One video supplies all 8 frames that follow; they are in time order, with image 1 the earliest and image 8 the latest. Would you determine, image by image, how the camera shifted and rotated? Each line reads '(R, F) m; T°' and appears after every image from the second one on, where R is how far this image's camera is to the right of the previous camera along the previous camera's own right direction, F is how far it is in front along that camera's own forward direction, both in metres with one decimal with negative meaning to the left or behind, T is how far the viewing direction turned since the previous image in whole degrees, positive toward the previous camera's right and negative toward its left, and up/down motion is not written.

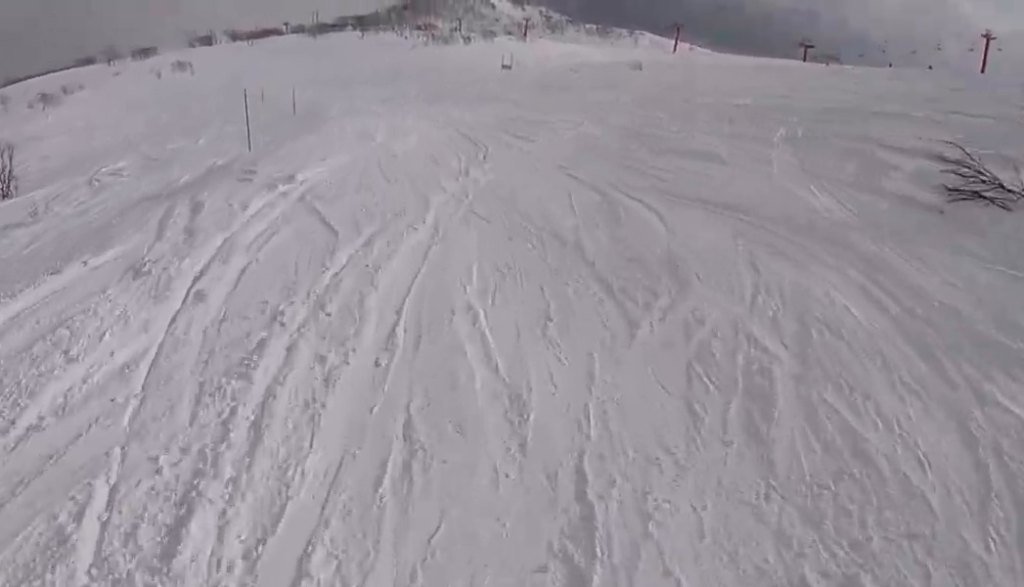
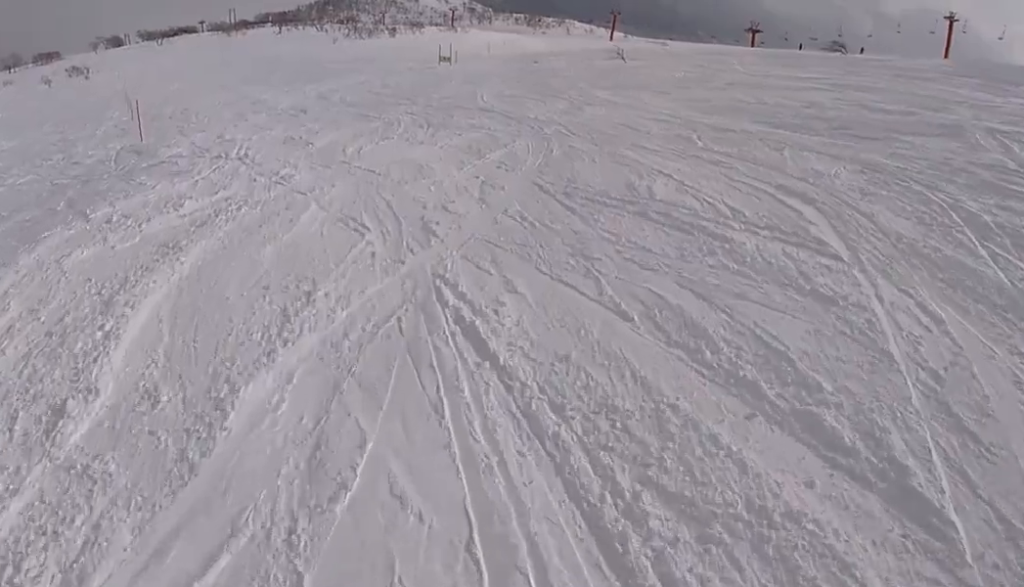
(-2.2, +12.5) m; -6°
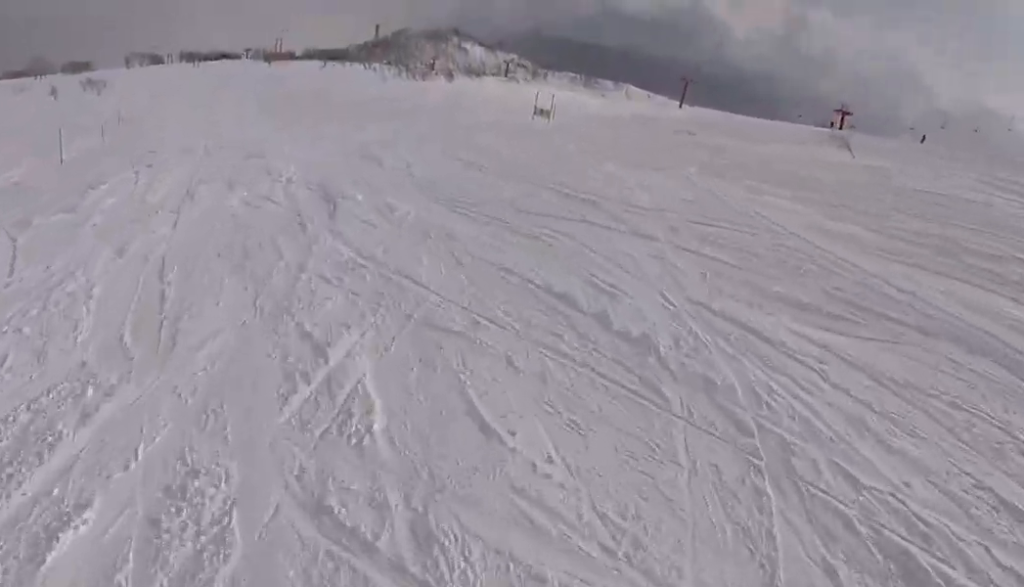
(+0.8, +17.2) m; 0°
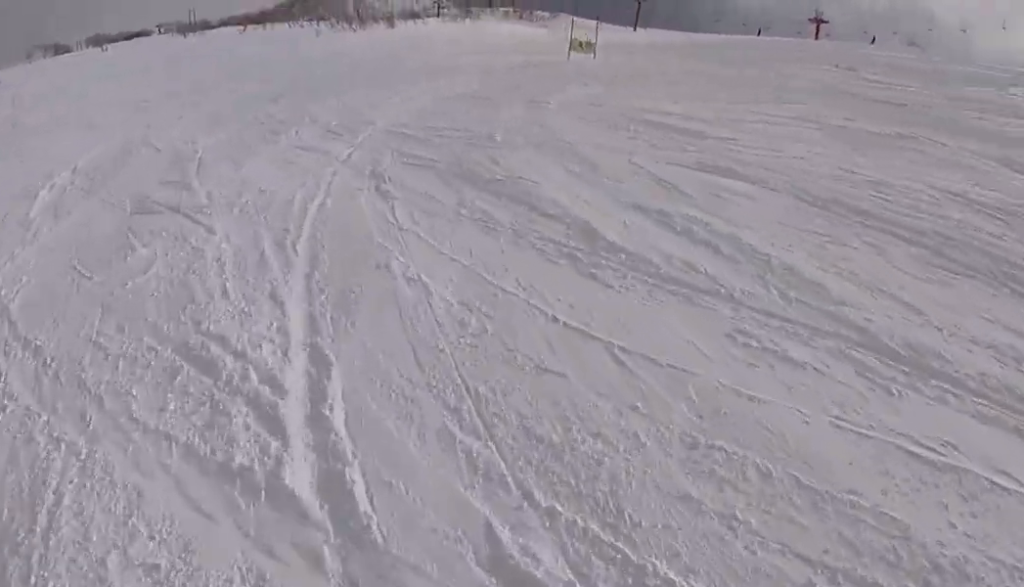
(-0.6, +13.2) m; -7°
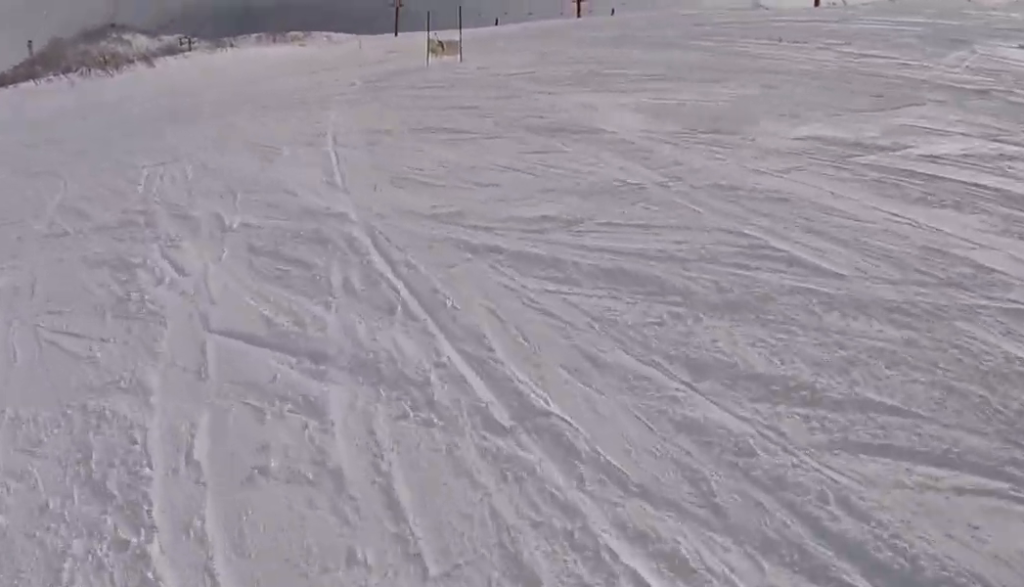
(-0.4, +8.2) m; -2°
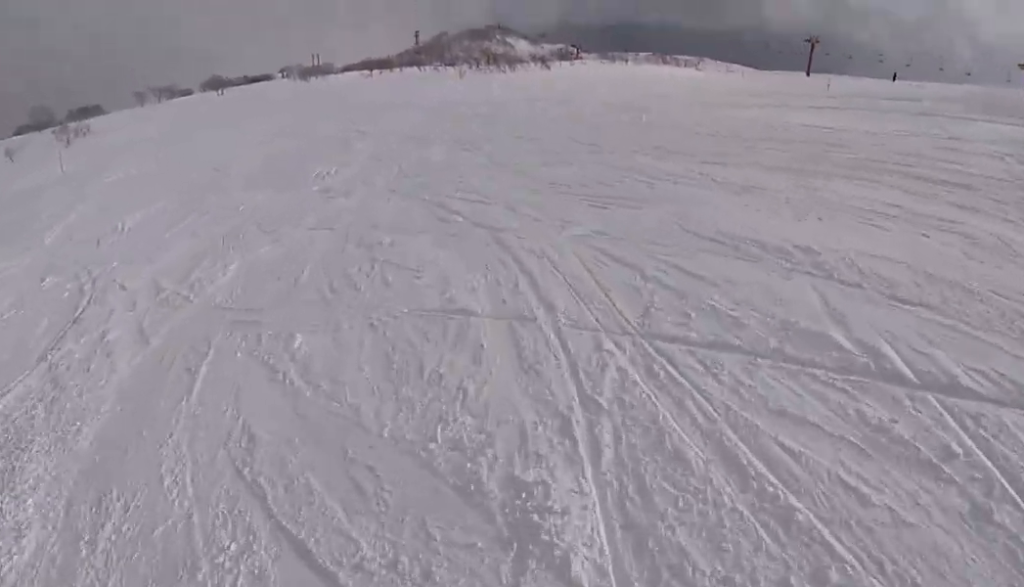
(-0.4, +10.6) m; +1°
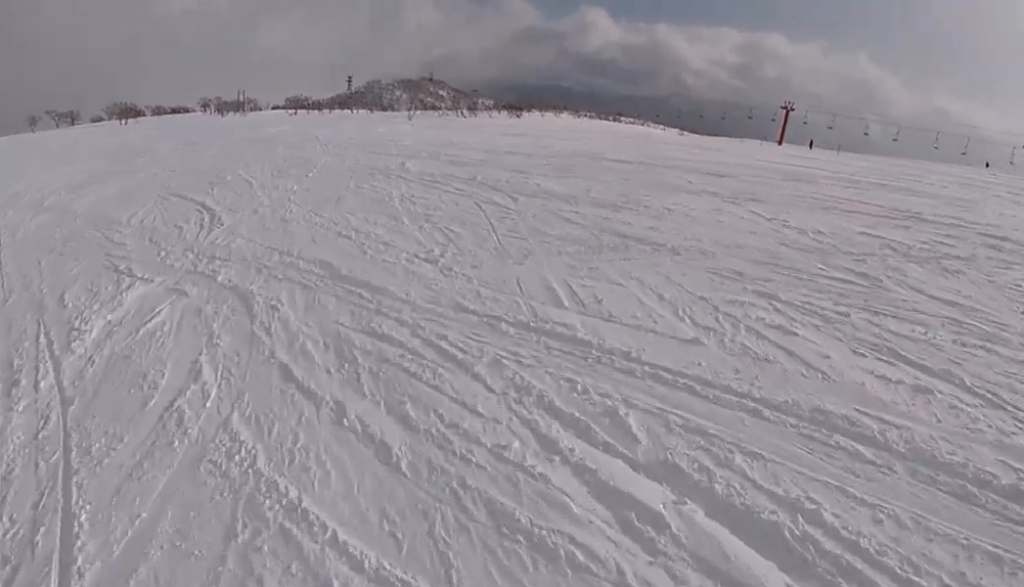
(+1.2, +21.0) m; +3°
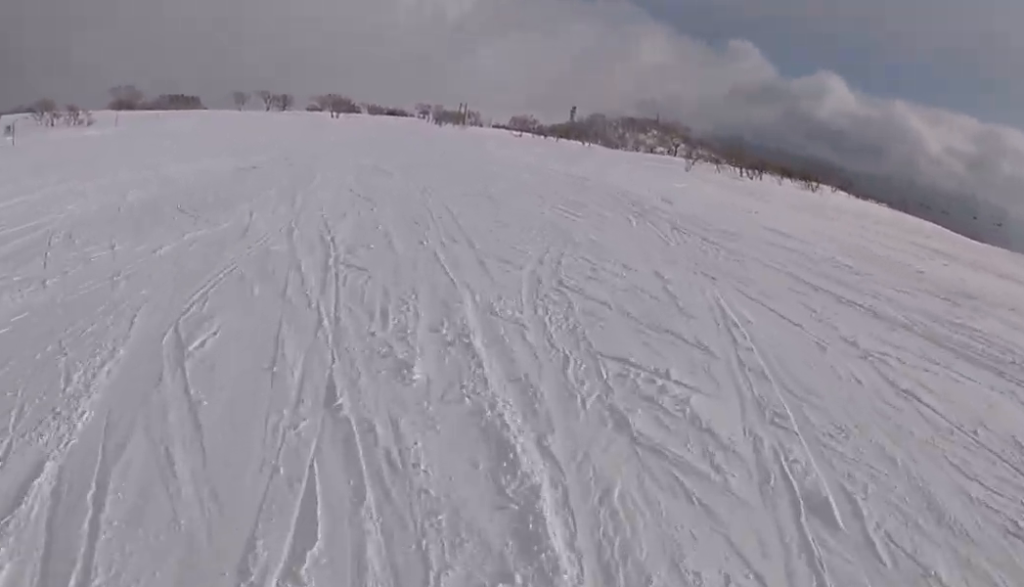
(-0.1, +14.4) m; -4°
